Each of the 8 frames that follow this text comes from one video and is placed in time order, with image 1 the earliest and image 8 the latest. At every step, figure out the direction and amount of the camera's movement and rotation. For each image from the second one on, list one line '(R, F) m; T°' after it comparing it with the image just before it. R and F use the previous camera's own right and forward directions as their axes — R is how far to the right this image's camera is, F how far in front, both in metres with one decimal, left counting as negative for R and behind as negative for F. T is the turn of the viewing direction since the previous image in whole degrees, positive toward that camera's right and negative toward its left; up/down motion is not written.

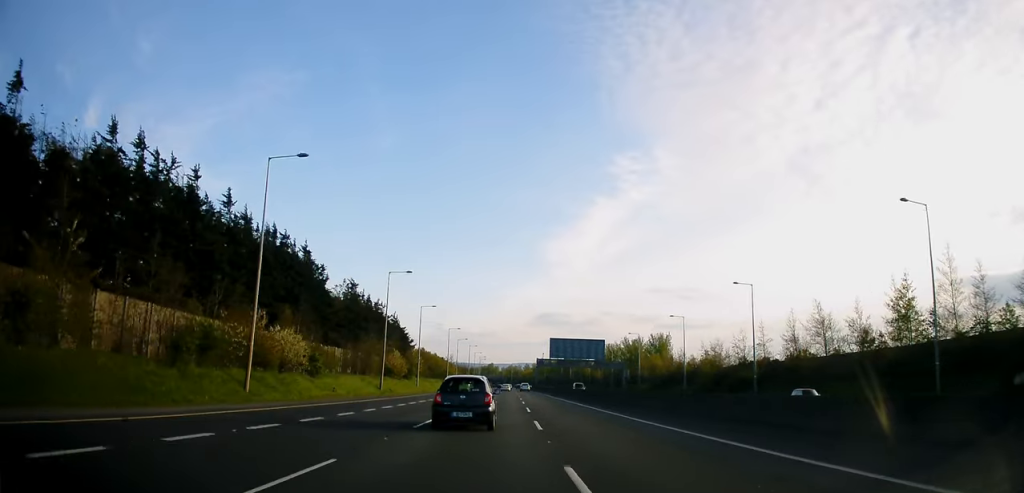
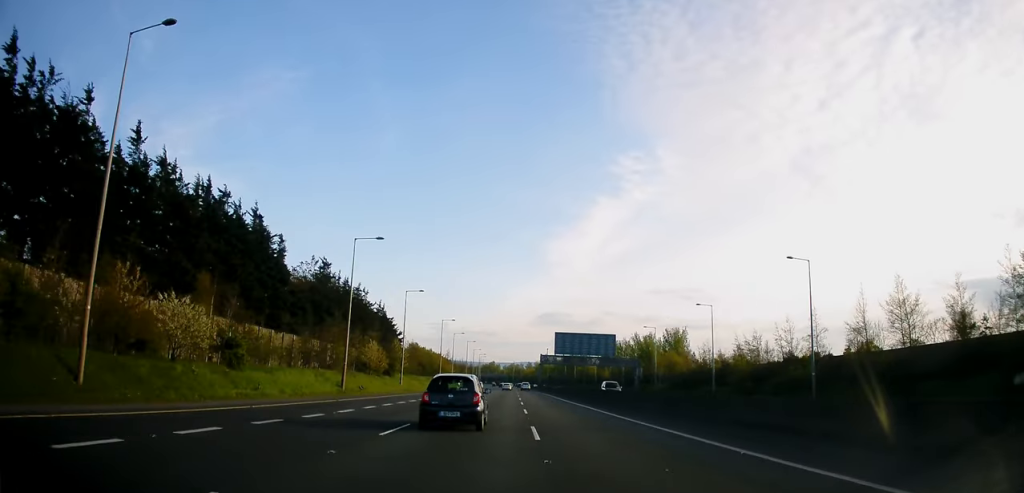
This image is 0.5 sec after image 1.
(-0.1, +15.7) m; -1°
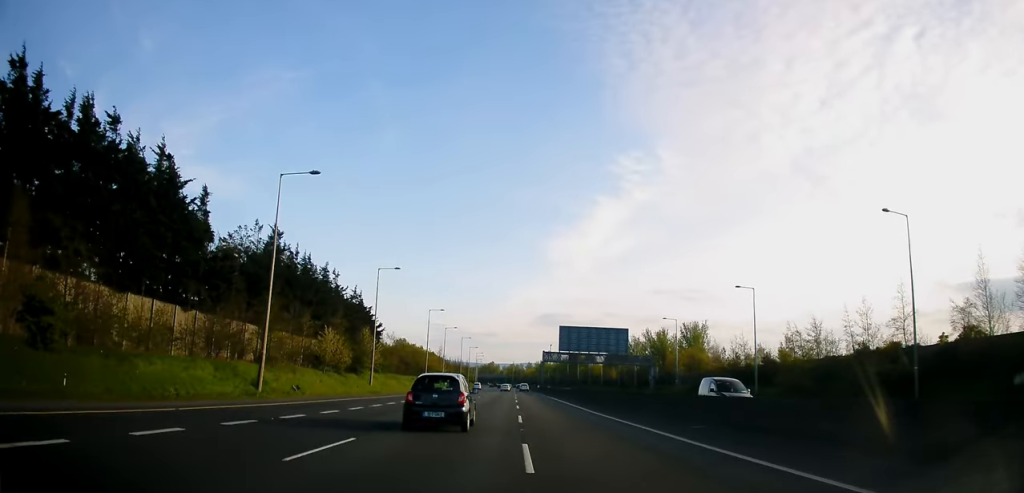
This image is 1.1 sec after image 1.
(-0.2, +16.9) m; 0°
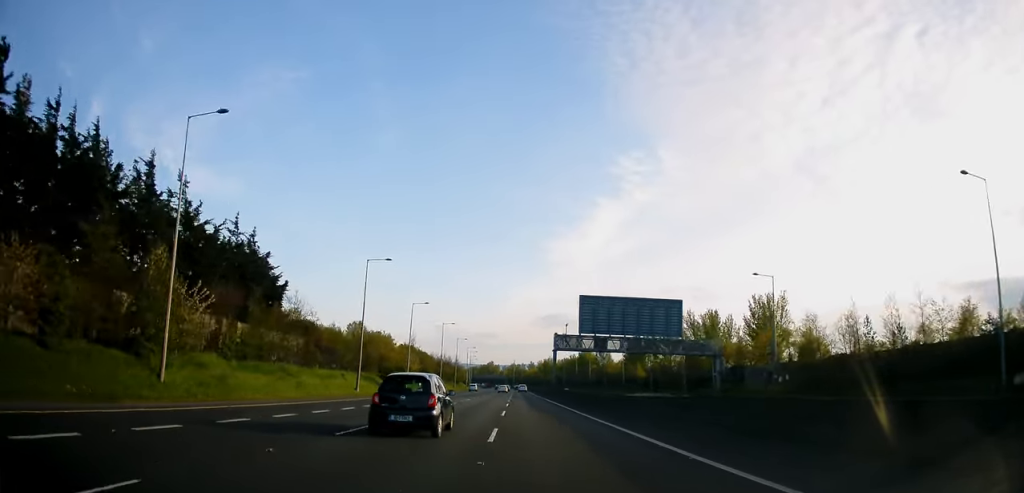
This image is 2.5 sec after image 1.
(+0.3, +42.5) m; +1°
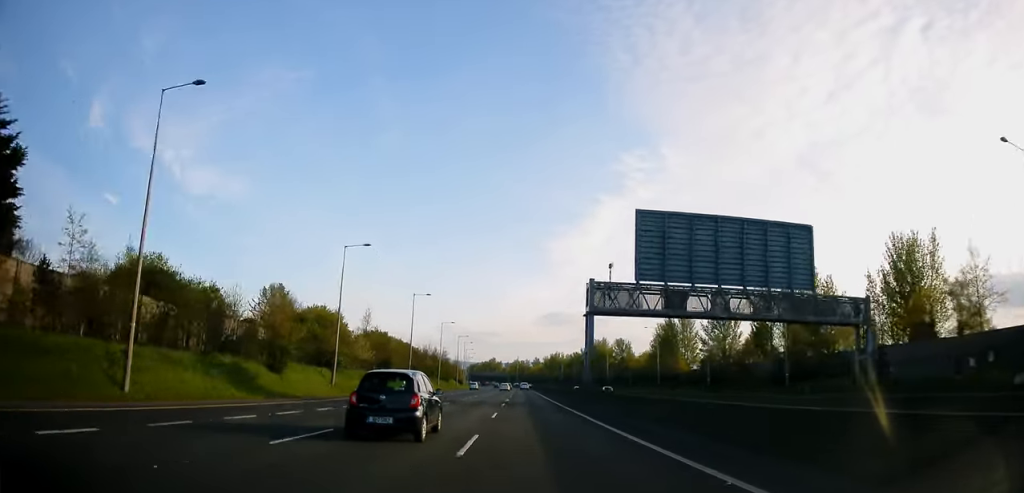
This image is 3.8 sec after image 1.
(0.0, +38.9) m; 0°
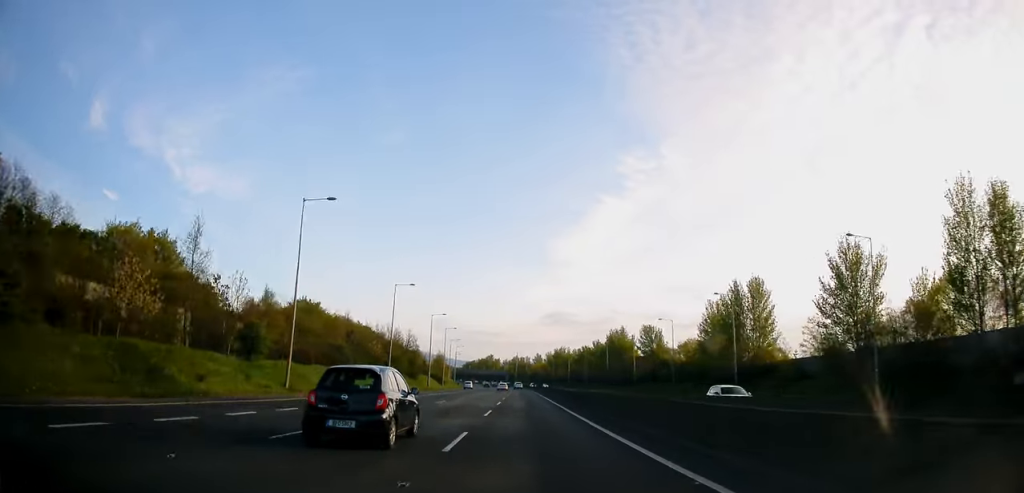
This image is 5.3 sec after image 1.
(-0.4, +46.3) m; 0°
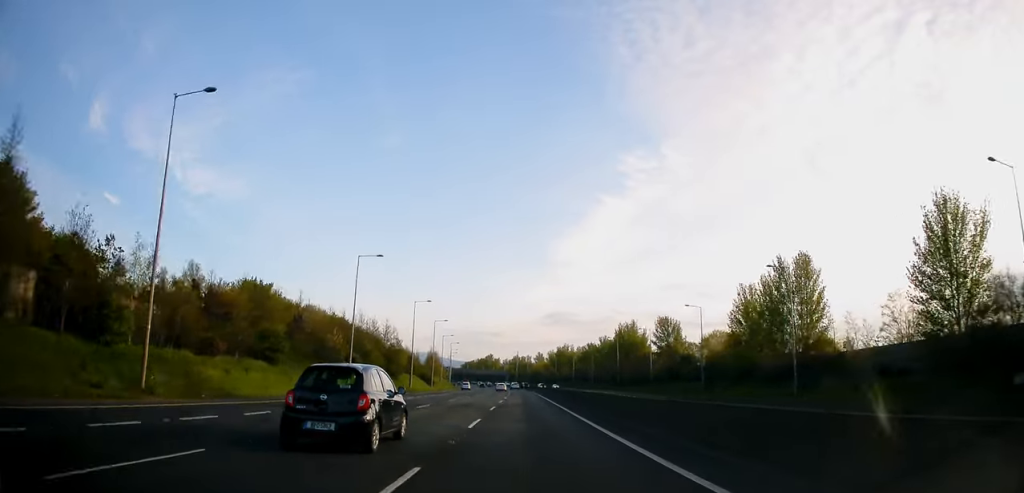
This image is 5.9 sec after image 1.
(+0.1, +18.3) m; 0°
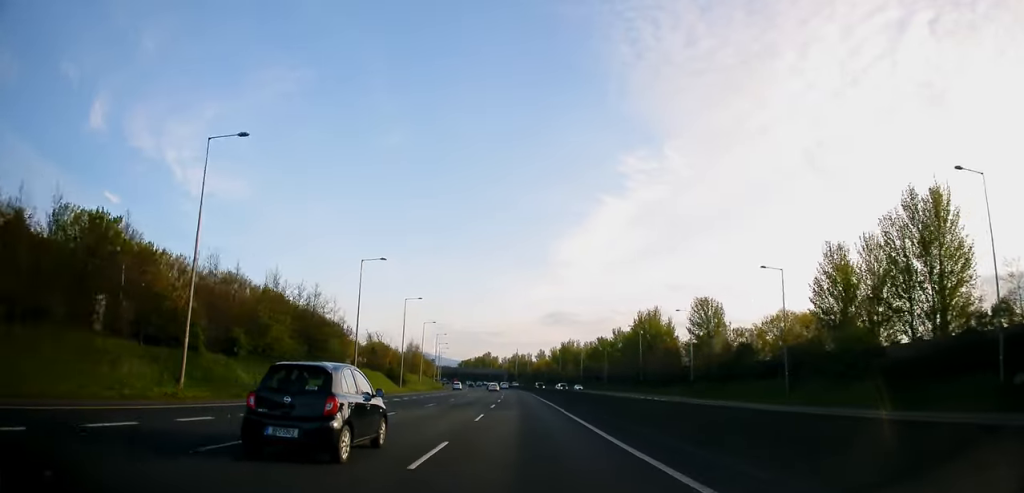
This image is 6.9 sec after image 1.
(0.0, +31.8) m; 0°
